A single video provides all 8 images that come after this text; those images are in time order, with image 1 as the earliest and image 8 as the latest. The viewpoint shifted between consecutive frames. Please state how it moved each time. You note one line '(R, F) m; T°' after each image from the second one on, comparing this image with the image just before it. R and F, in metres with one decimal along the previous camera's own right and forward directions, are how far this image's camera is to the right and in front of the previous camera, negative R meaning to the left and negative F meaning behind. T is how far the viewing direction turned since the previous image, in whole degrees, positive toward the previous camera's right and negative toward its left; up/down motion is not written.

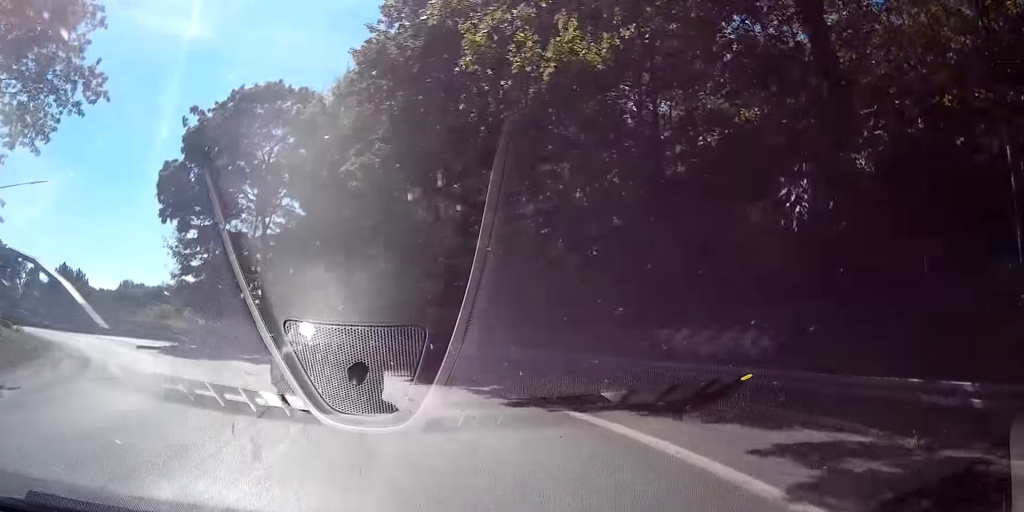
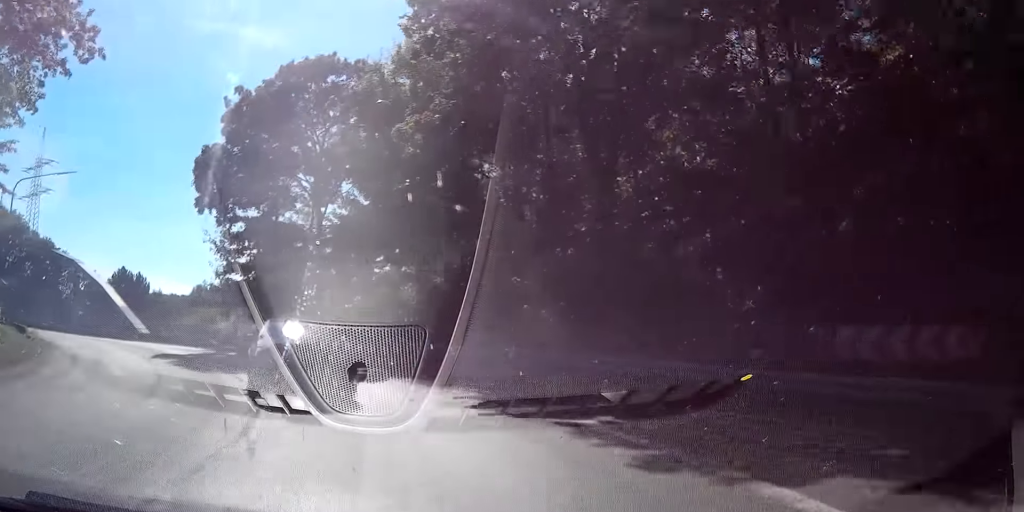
(0.0, +5.8) m; -4°
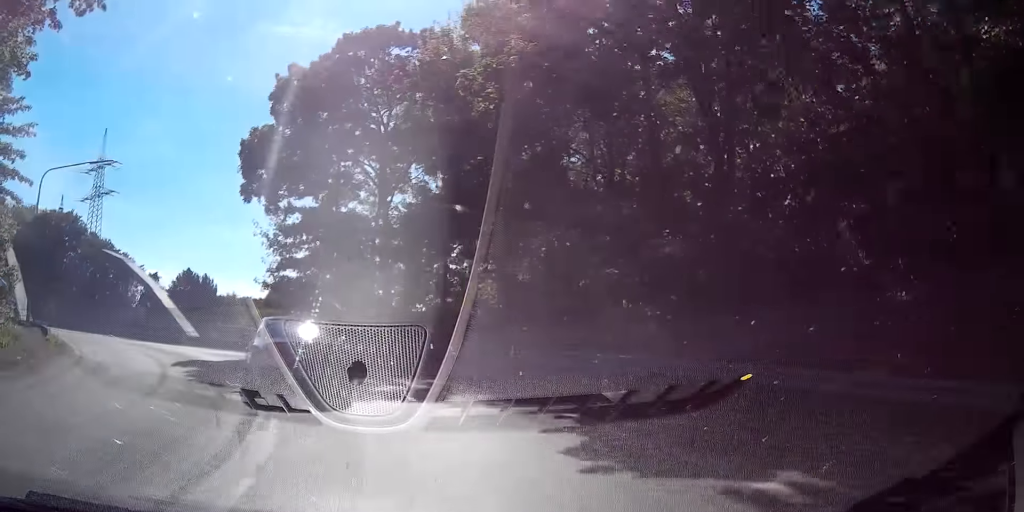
(-0.4, +4.6) m; -7°
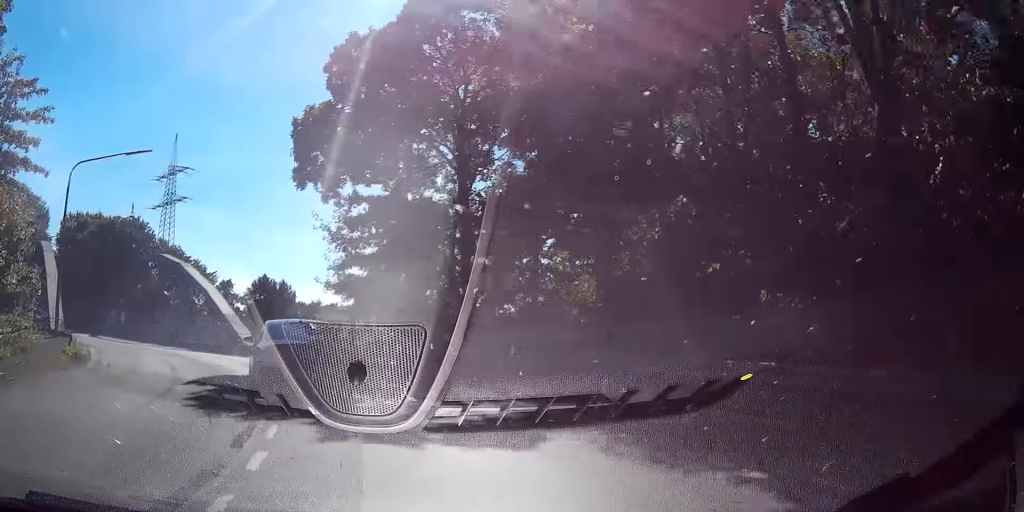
(+0.1, +4.9) m; -8°
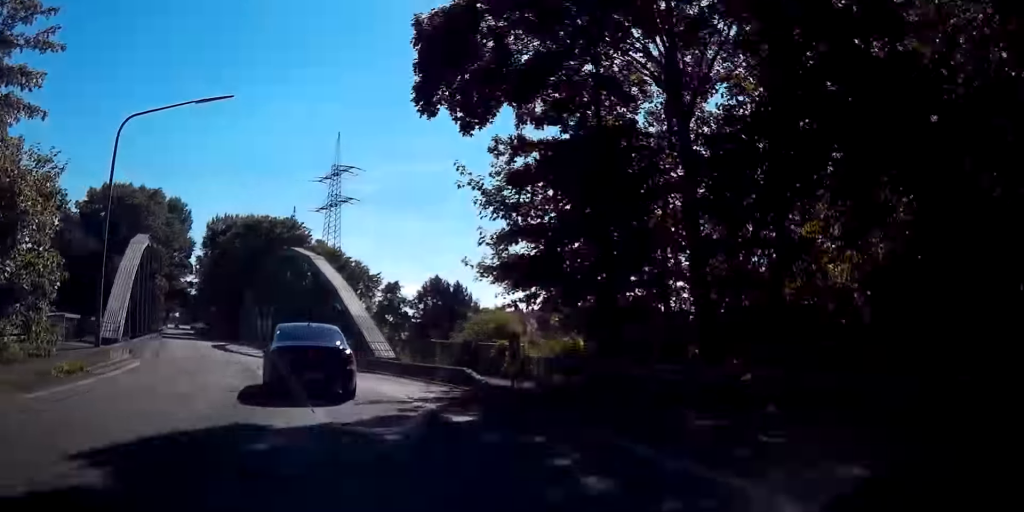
(-2.1, +10.3) m; -18°
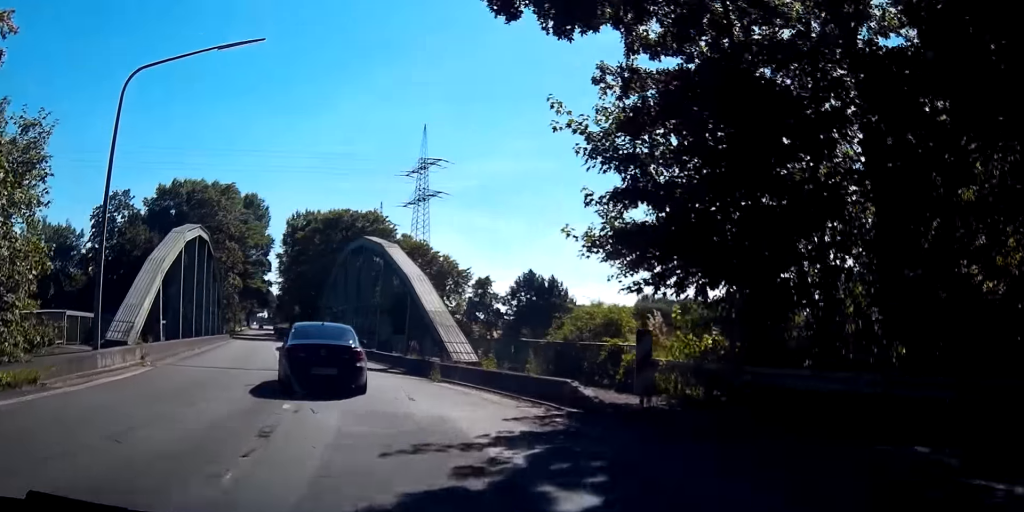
(-0.5, +5.8) m; -5°
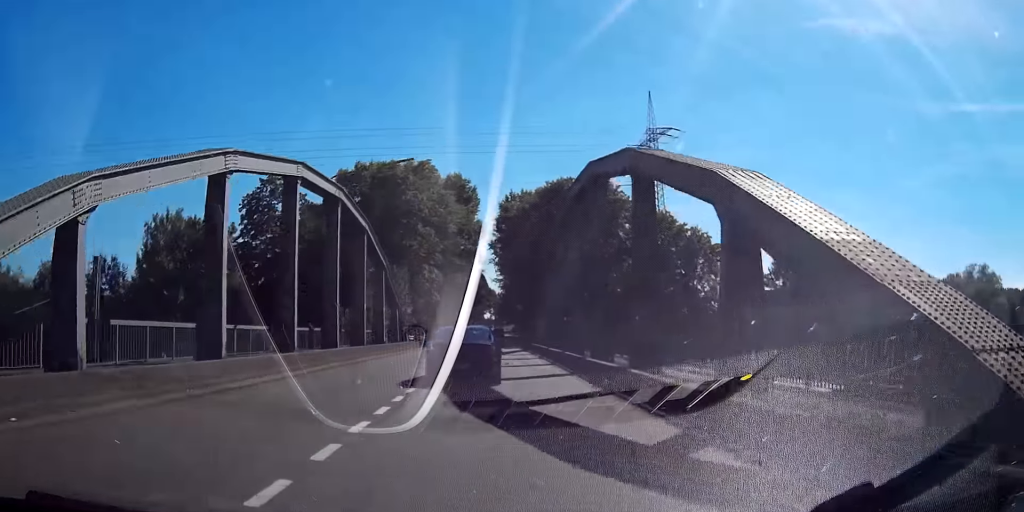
(-1.7, +19.7) m; -7°
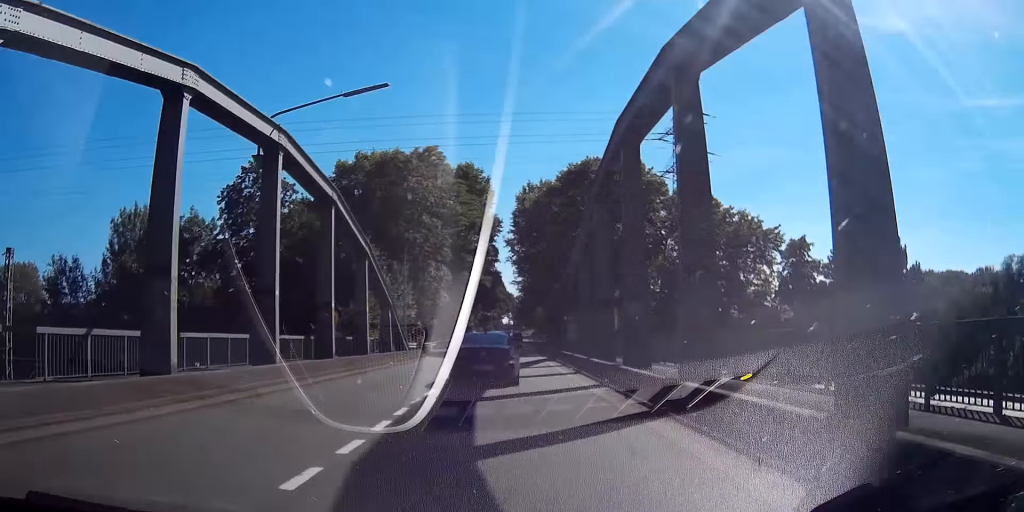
(0.0, +11.7) m; 0°
